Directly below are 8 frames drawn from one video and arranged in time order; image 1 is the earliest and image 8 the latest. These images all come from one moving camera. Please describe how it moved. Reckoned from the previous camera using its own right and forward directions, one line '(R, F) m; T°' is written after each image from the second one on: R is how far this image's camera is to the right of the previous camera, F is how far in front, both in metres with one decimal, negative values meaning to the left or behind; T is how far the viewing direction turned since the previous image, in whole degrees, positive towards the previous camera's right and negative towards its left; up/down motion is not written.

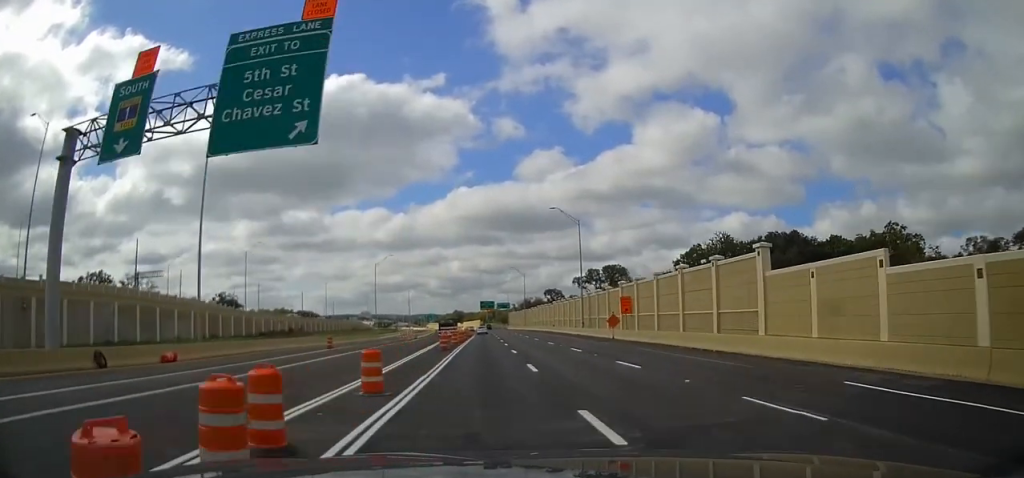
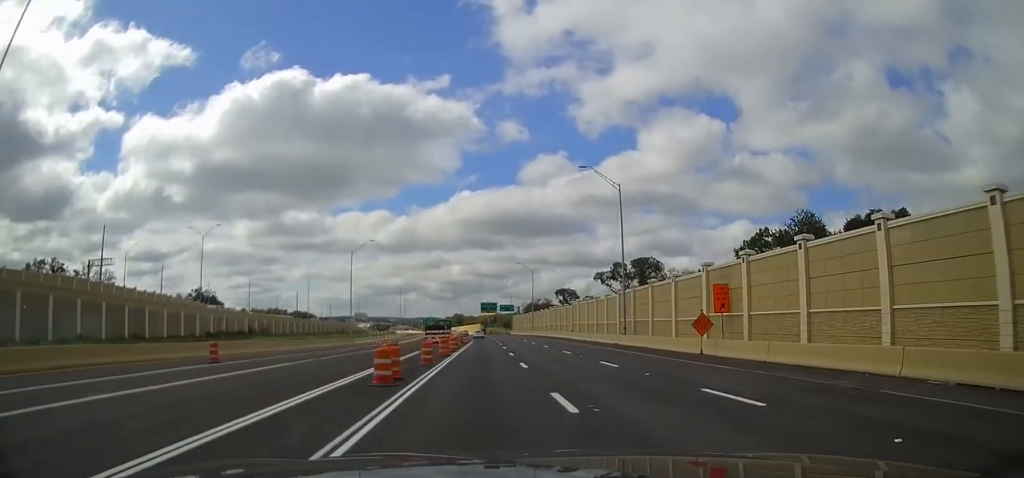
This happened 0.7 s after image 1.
(+0.1, +20.9) m; 0°
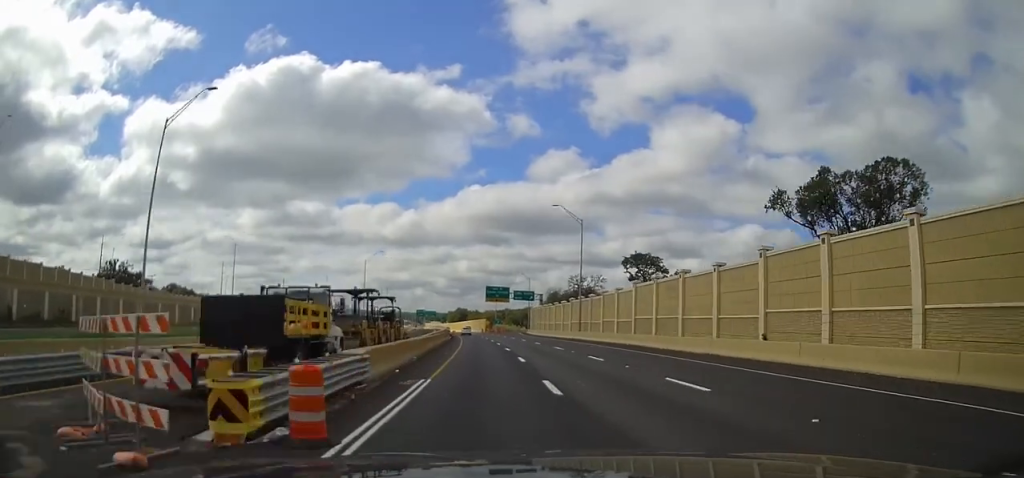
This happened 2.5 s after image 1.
(-0.8, +57.8) m; -1°
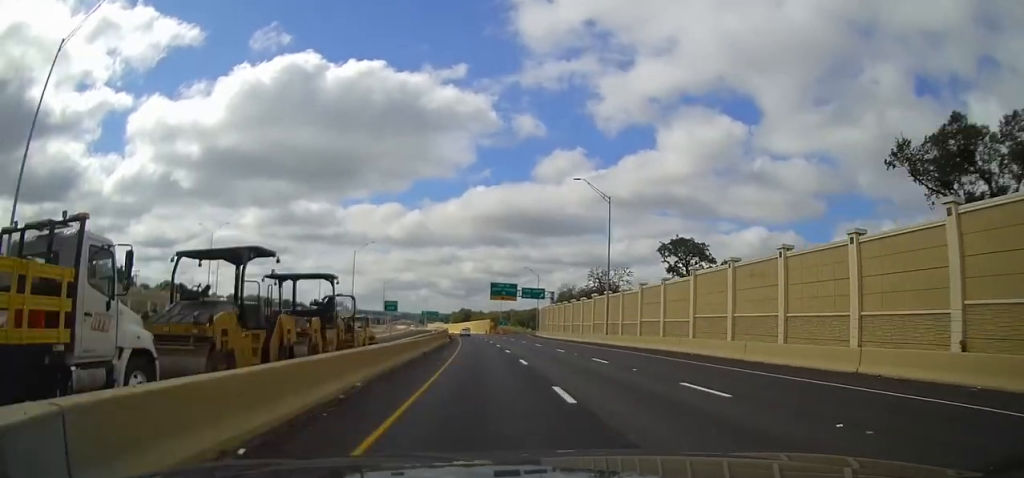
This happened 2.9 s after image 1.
(0.0, +13.2) m; 0°
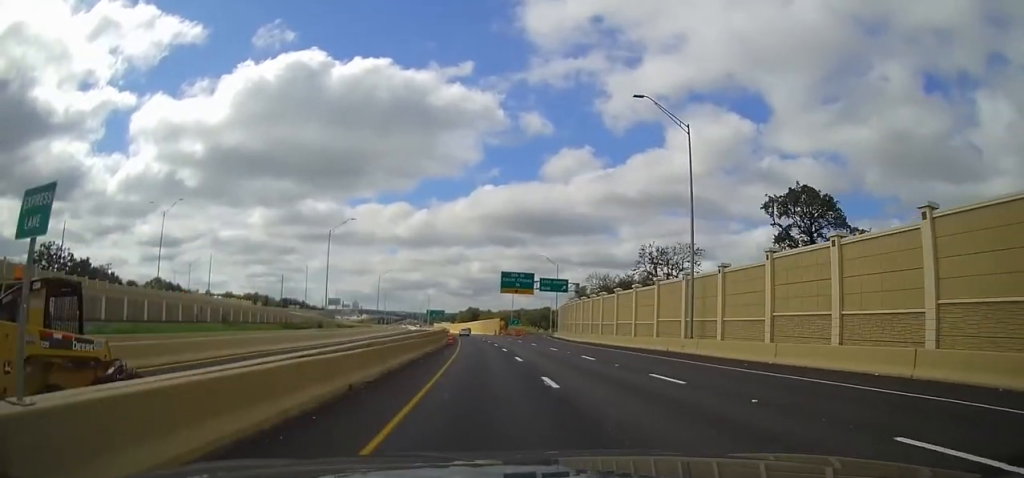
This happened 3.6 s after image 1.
(0.0, +21.1) m; 0°
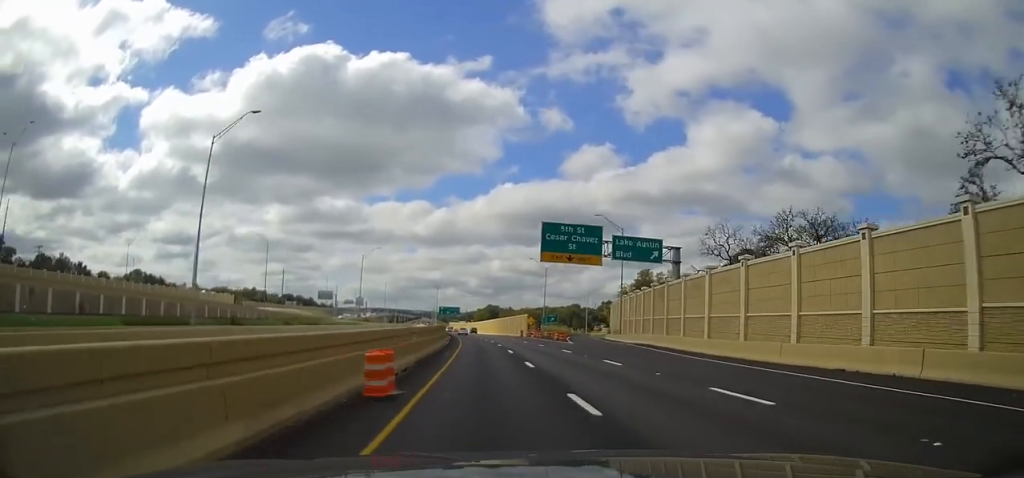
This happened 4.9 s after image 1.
(-0.4, +40.7) m; -2°
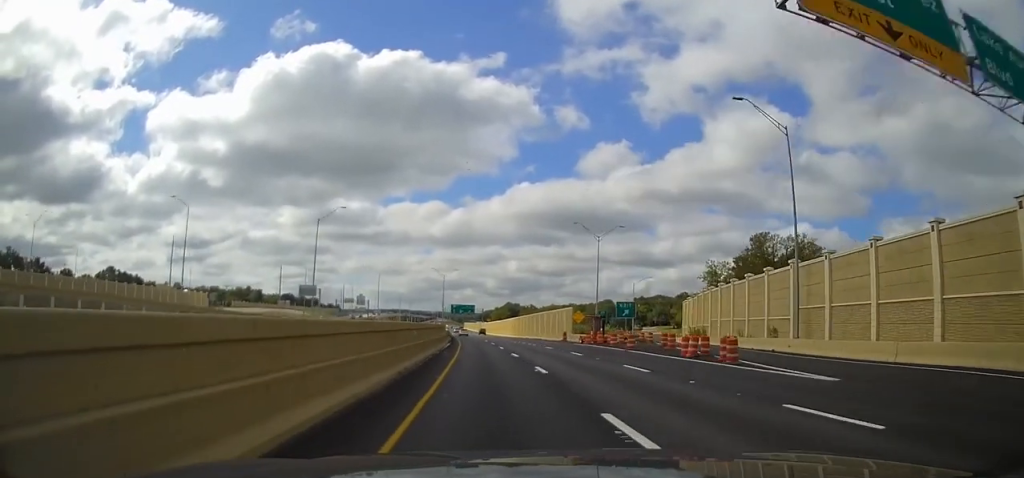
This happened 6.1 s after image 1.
(-0.7, +39.4) m; -1°
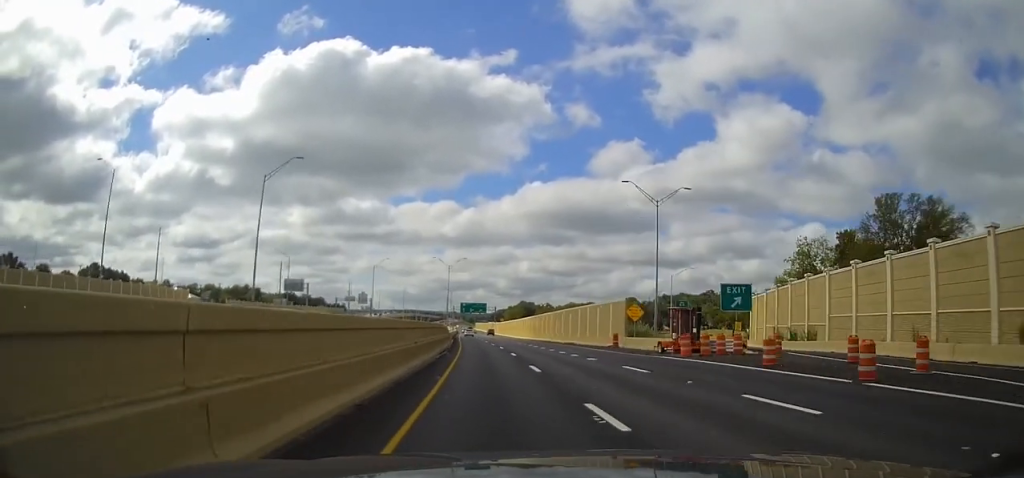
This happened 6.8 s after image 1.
(-0.1, +22.6) m; 0°
